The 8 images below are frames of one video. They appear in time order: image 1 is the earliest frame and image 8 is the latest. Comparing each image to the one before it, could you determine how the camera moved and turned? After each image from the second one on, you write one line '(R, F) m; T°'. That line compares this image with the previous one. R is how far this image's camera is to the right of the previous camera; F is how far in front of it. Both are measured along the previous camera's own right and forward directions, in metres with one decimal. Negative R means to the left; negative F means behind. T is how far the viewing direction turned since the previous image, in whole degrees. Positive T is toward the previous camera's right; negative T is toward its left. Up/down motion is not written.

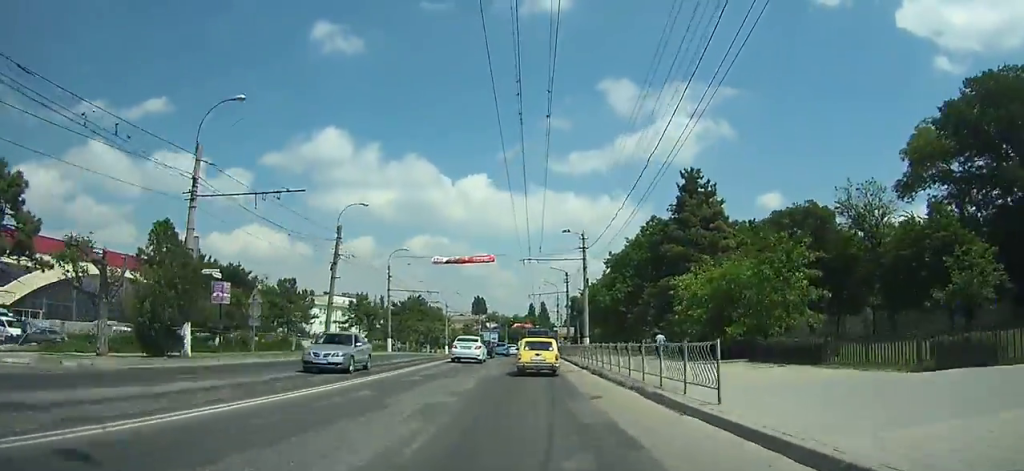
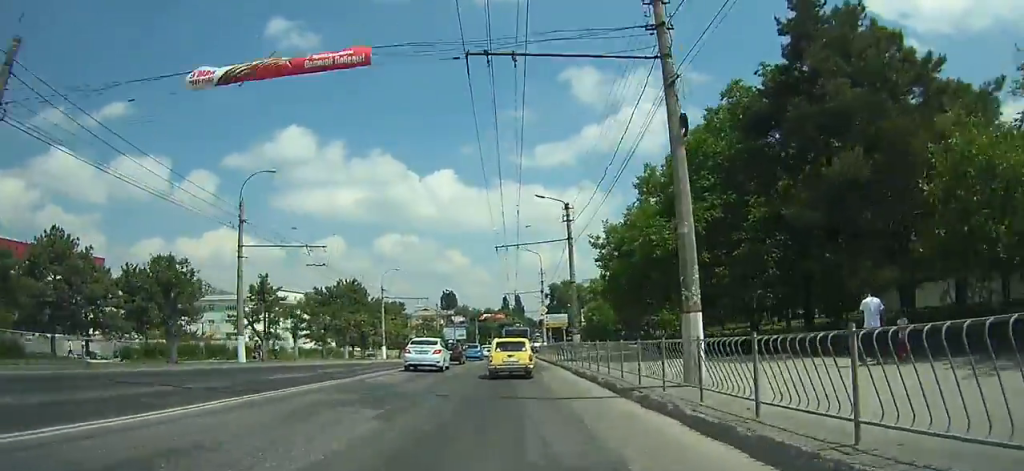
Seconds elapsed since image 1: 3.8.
(+1.5, +26.6) m; +6°
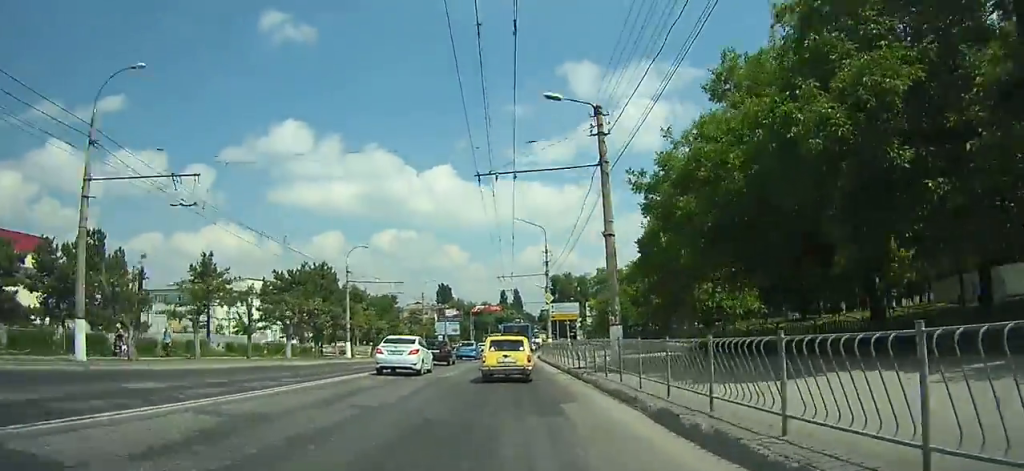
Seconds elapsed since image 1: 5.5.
(+0.3, +11.7) m; +2°
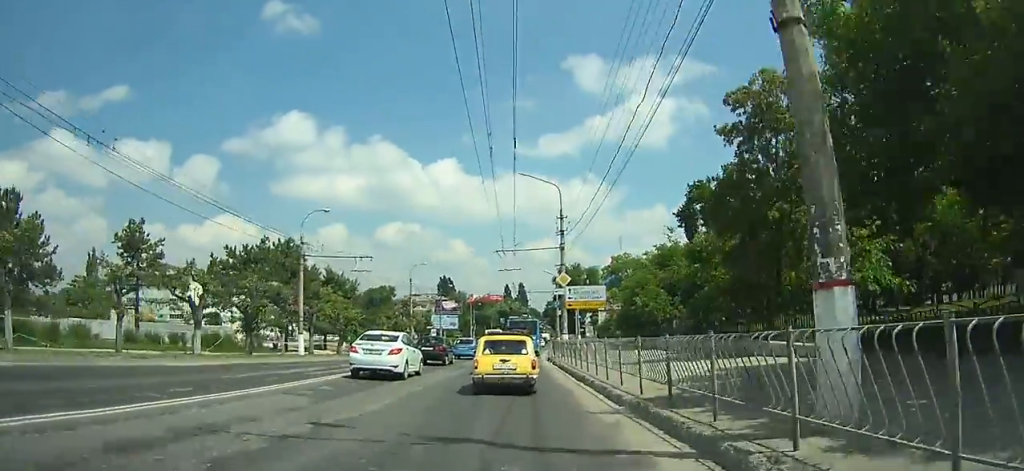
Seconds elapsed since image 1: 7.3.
(+0.1, +10.6) m; +1°
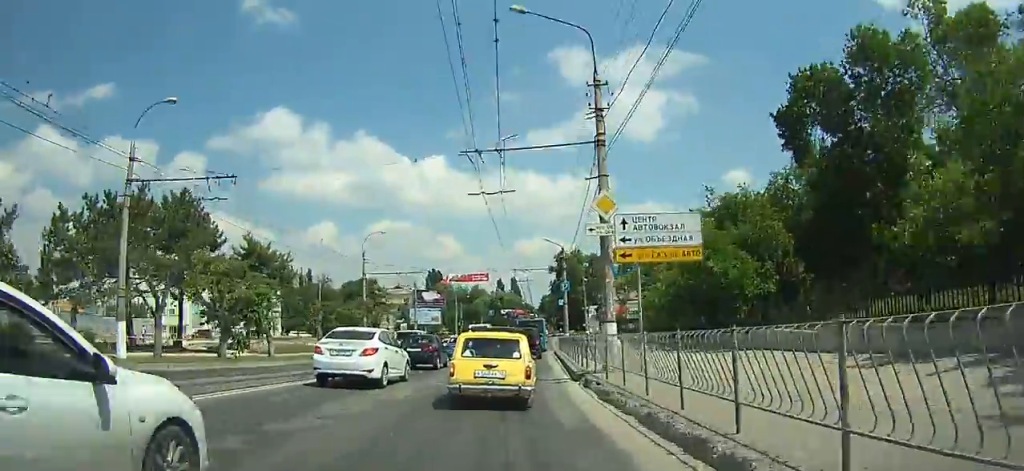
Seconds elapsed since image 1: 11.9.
(+0.3, +23.0) m; 0°
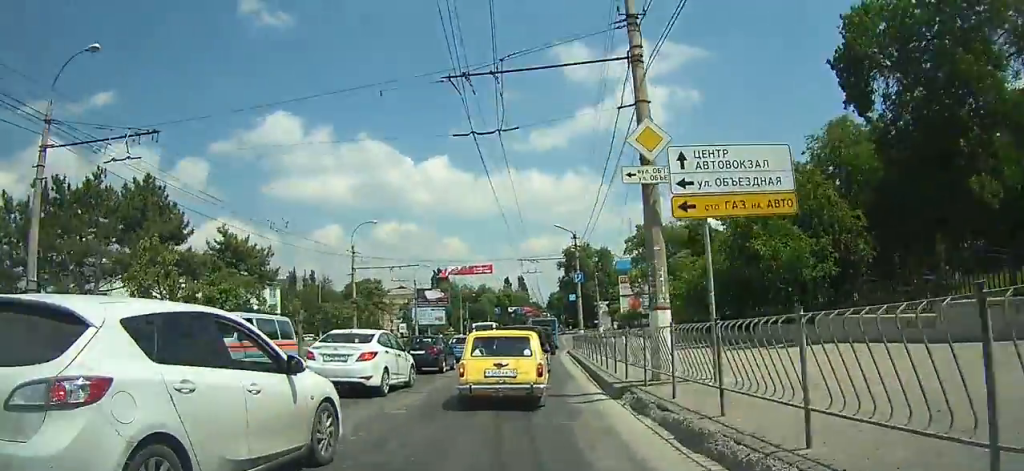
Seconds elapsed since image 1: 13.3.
(-0.1, +5.9) m; 0°
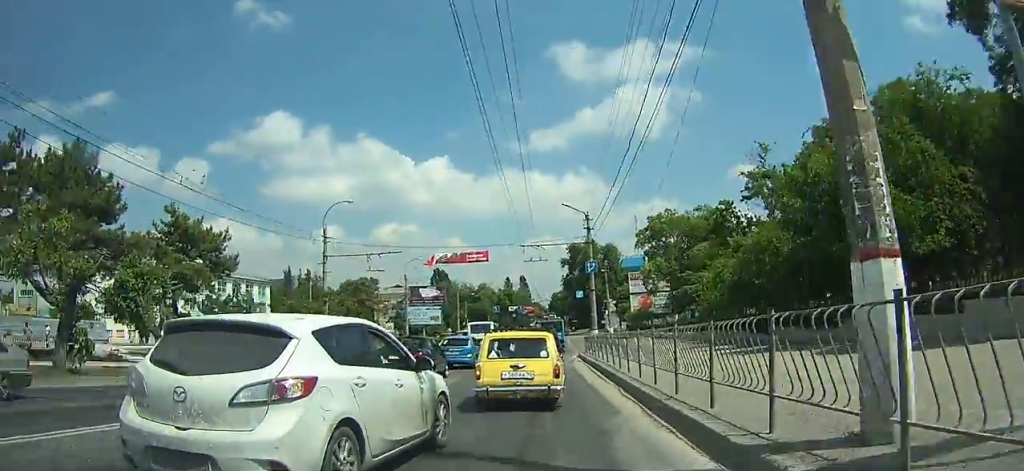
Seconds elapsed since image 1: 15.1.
(-0.1, +7.6) m; 0°
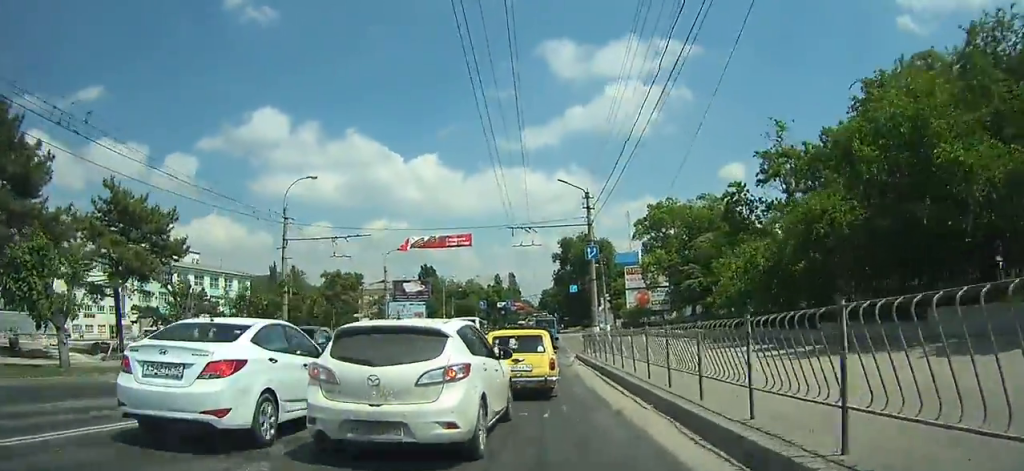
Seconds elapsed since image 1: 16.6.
(+0.1, +6.6) m; 0°
